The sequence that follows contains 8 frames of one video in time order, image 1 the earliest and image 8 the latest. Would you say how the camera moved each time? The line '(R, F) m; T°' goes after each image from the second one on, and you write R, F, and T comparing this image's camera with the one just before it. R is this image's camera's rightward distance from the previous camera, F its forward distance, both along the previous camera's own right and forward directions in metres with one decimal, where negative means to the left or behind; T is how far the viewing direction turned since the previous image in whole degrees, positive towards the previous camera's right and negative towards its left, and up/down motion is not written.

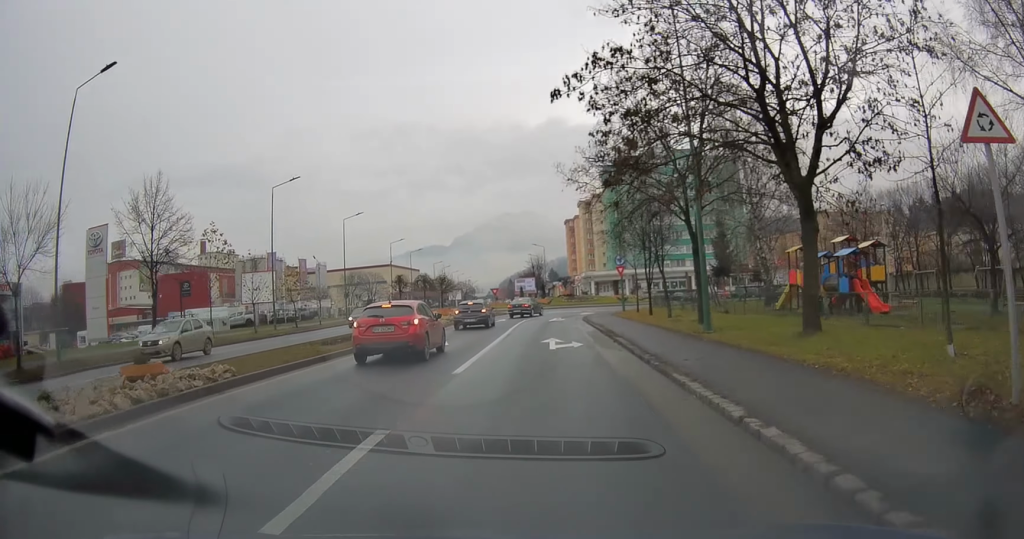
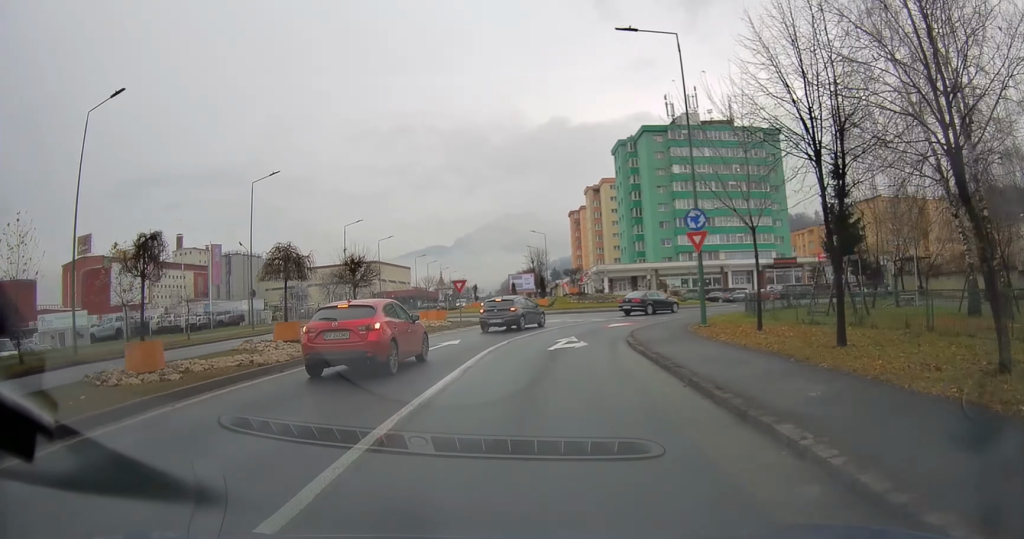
(0.0, +22.9) m; 0°
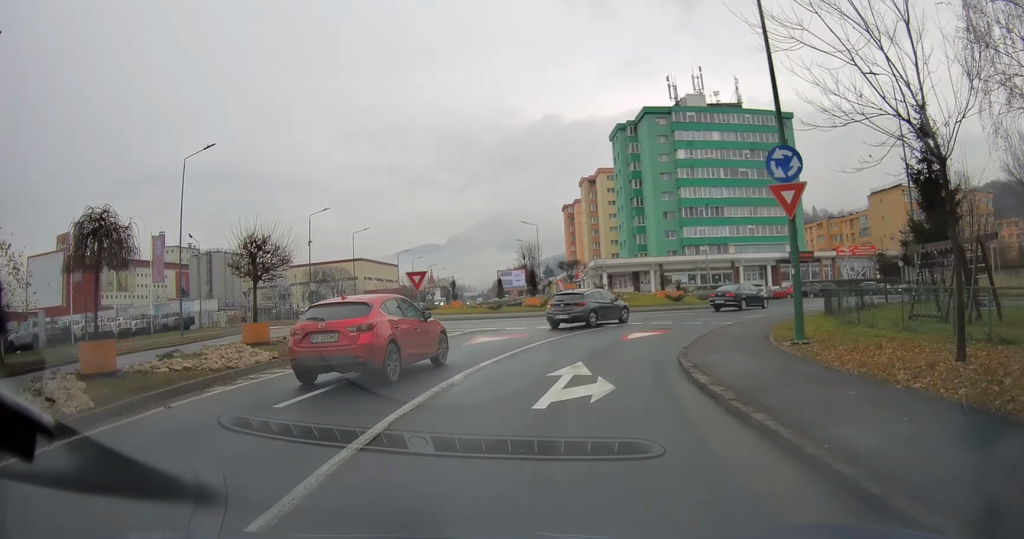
(+0.2, +9.3) m; +2°
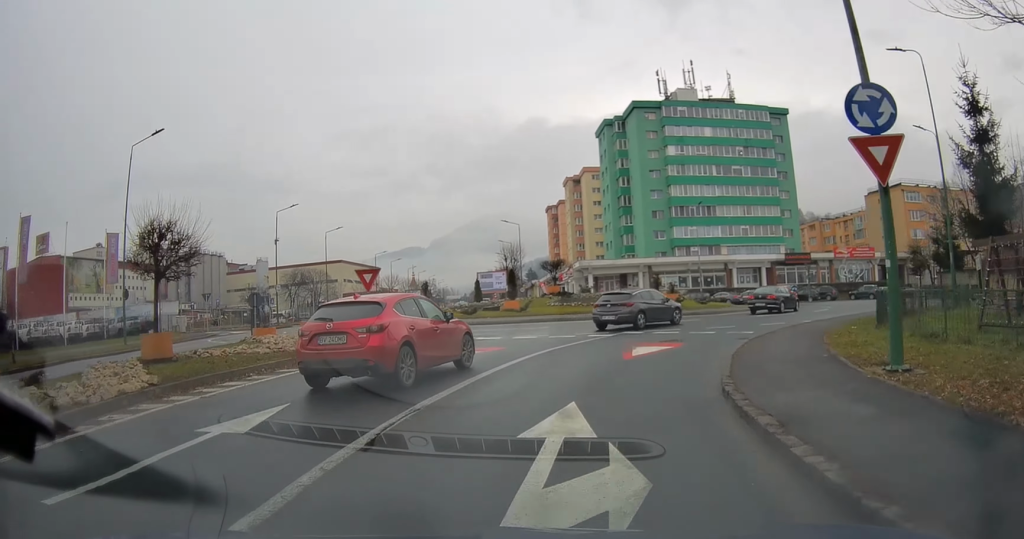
(+0.1, +4.7) m; +2°
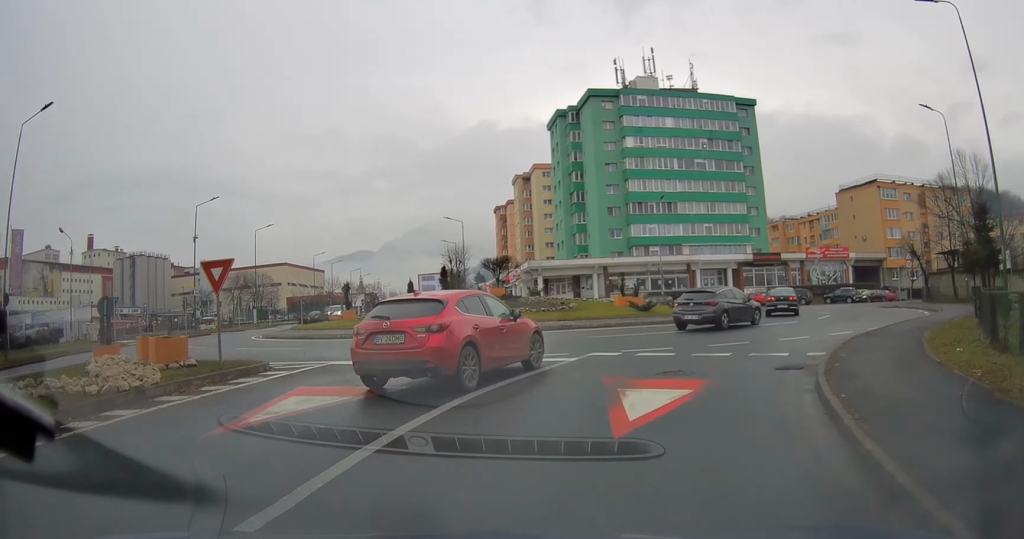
(+0.1, +7.2) m; +4°
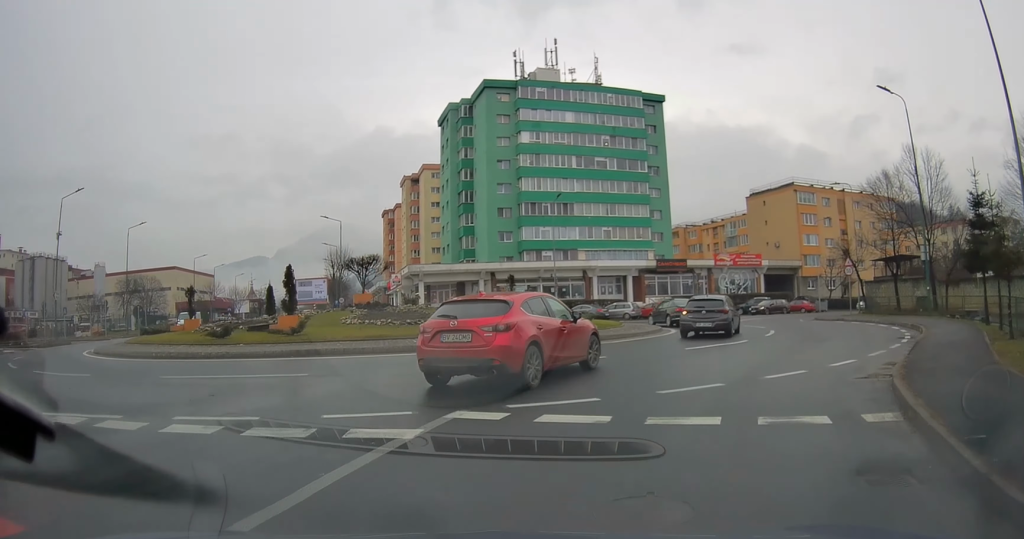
(+0.4, +6.7) m; +12°
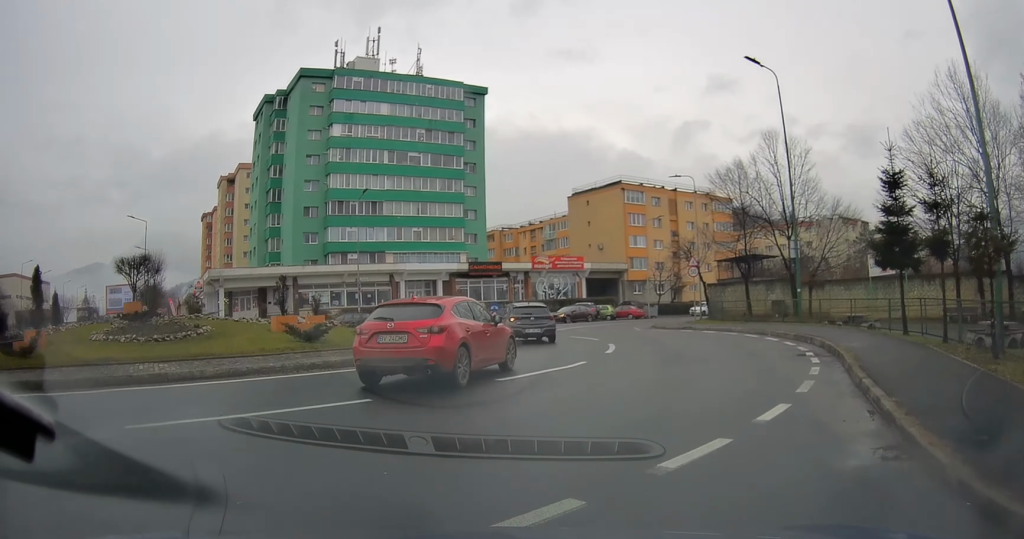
(+0.7, +5.4) m; +16°
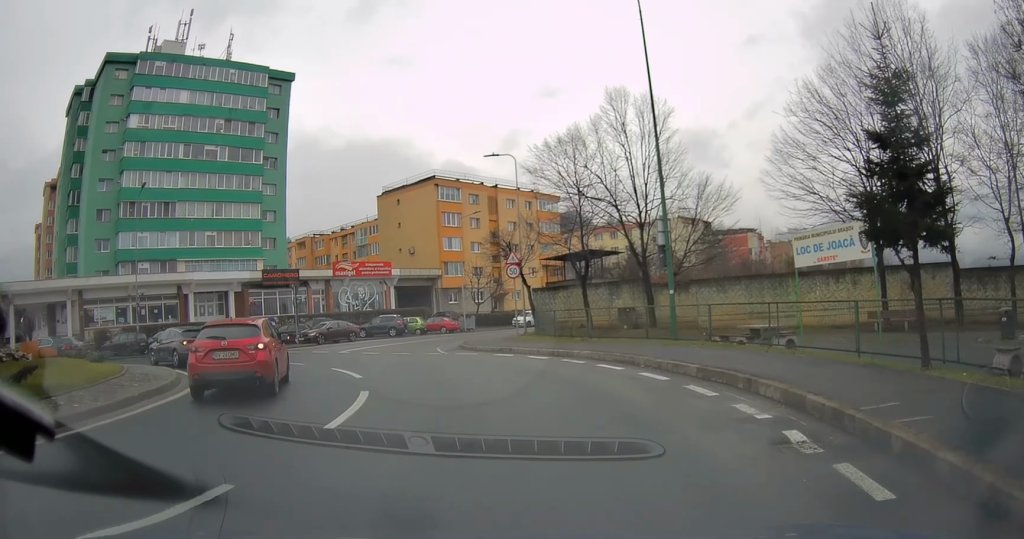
(+1.6, +8.8) m; +10°
